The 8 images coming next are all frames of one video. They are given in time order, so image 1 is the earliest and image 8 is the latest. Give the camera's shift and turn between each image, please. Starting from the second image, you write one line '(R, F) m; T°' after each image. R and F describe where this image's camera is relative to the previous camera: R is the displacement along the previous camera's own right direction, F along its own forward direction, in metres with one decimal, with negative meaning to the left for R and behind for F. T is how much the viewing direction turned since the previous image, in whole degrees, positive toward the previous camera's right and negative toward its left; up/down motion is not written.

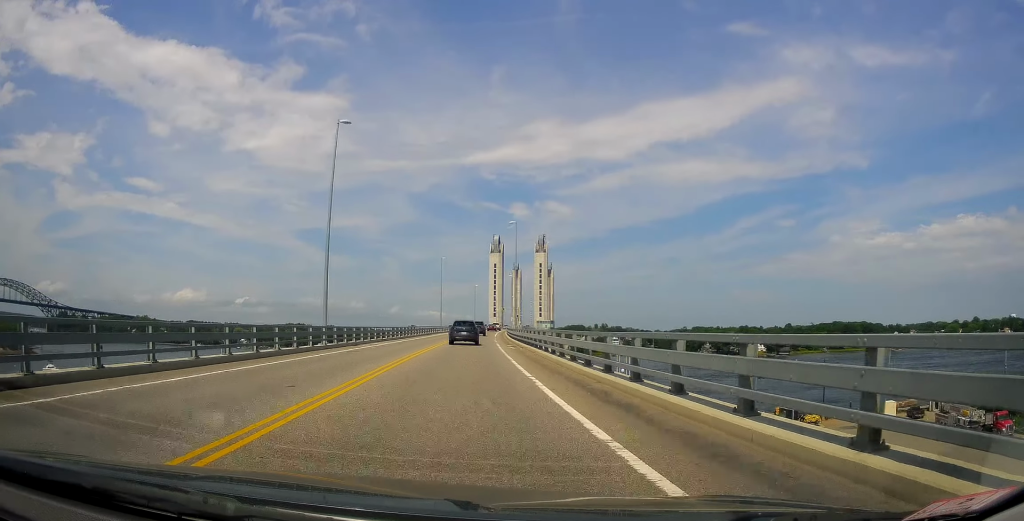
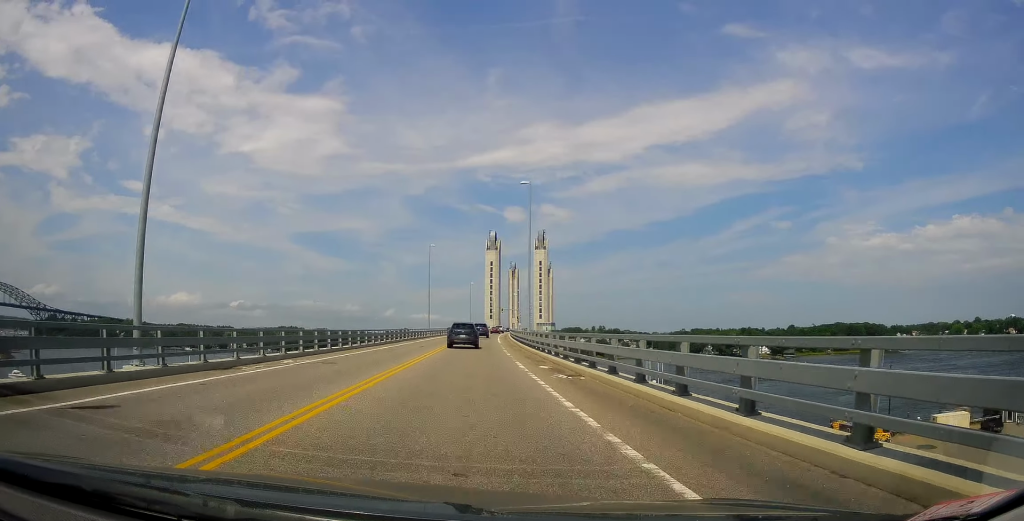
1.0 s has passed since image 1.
(+0.1, +19.6) m; +1°
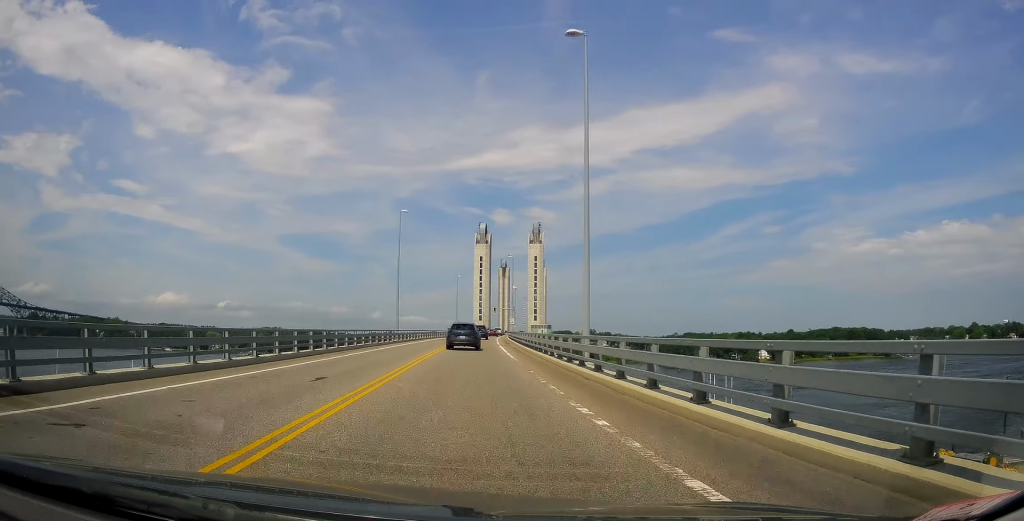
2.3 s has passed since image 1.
(+0.4, +26.1) m; +1°
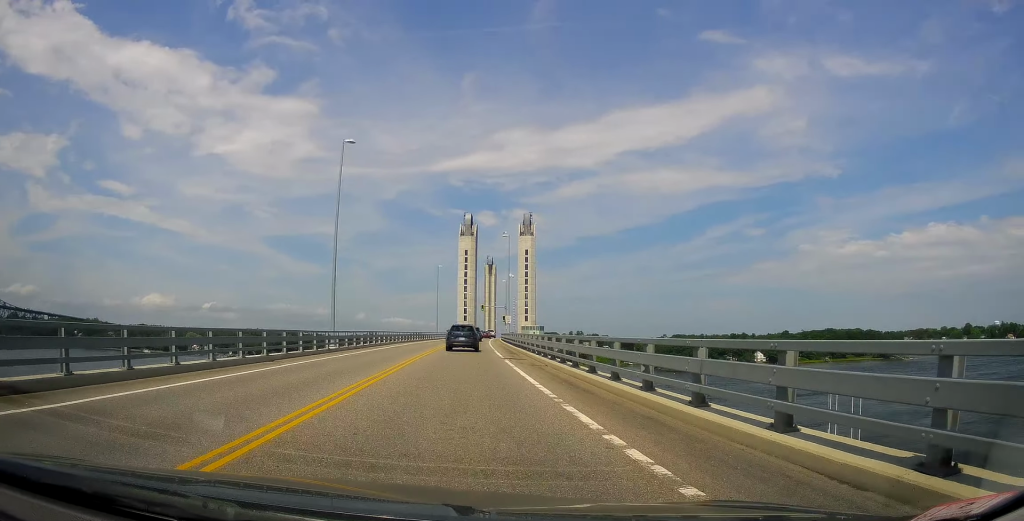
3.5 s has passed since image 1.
(+0.1, +23.0) m; +1°
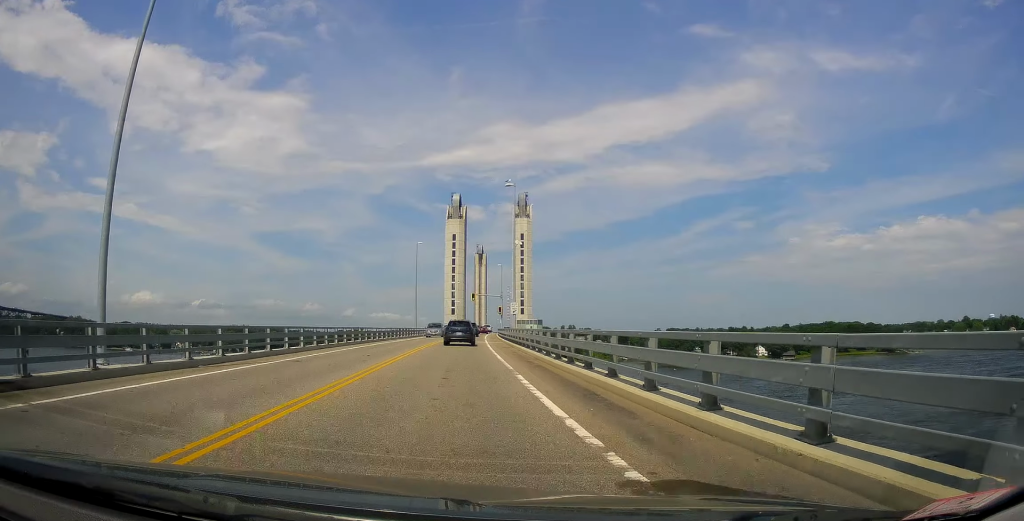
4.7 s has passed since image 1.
(+0.6, +23.2) m; +2°
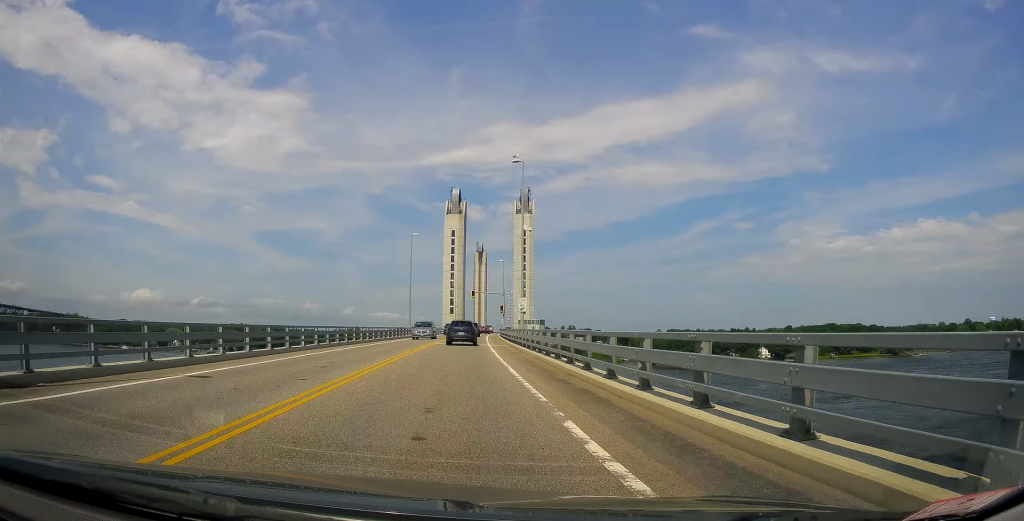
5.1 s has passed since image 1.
(+0.1, +7.2) m; 0°
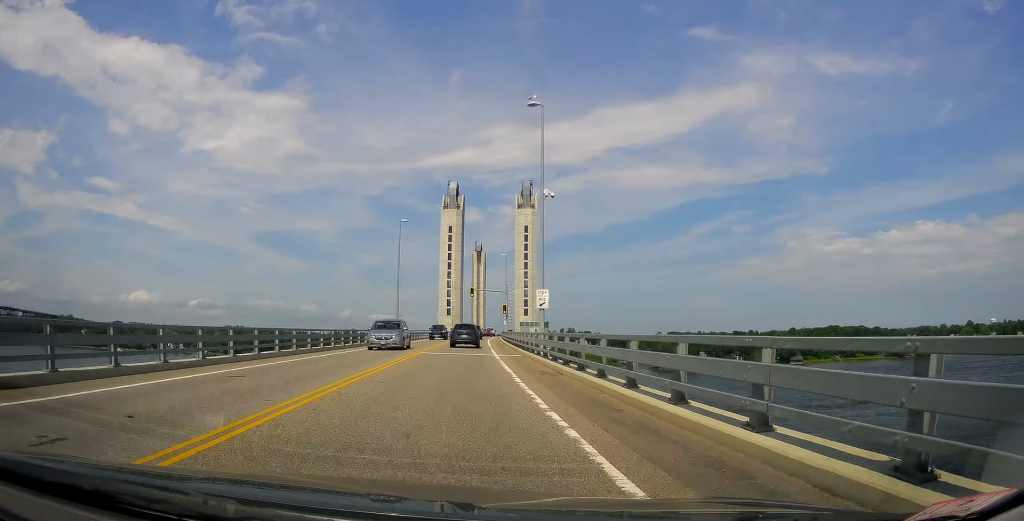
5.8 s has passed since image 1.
(0.0, +11.3) m; 0°
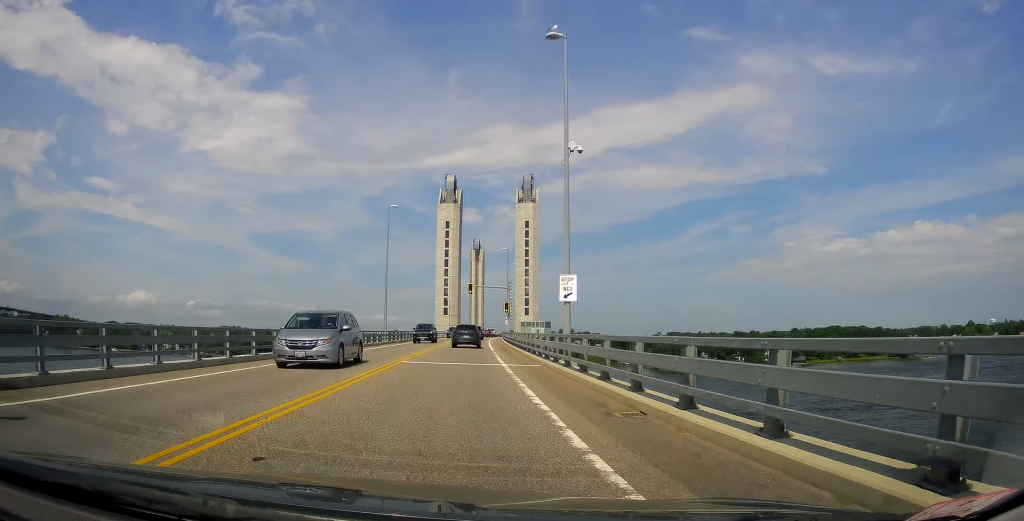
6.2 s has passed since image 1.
(0.0, +7.7) m; 0°
